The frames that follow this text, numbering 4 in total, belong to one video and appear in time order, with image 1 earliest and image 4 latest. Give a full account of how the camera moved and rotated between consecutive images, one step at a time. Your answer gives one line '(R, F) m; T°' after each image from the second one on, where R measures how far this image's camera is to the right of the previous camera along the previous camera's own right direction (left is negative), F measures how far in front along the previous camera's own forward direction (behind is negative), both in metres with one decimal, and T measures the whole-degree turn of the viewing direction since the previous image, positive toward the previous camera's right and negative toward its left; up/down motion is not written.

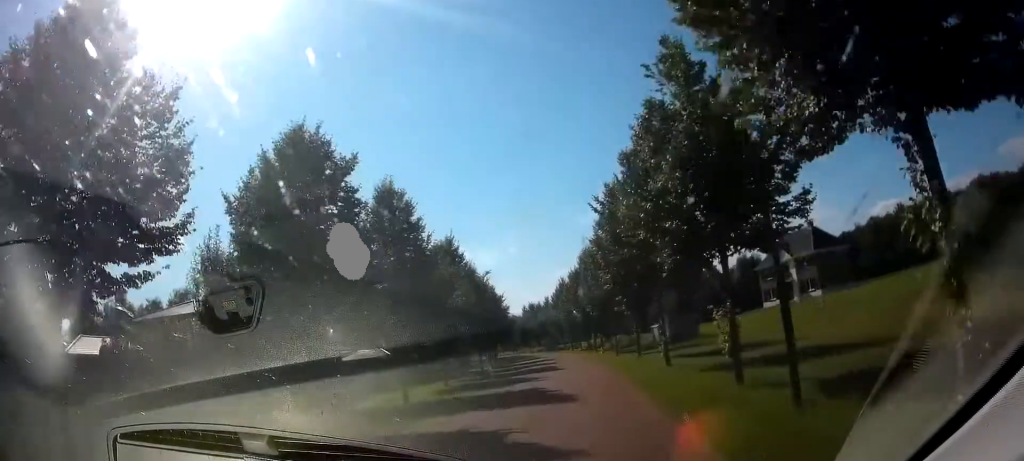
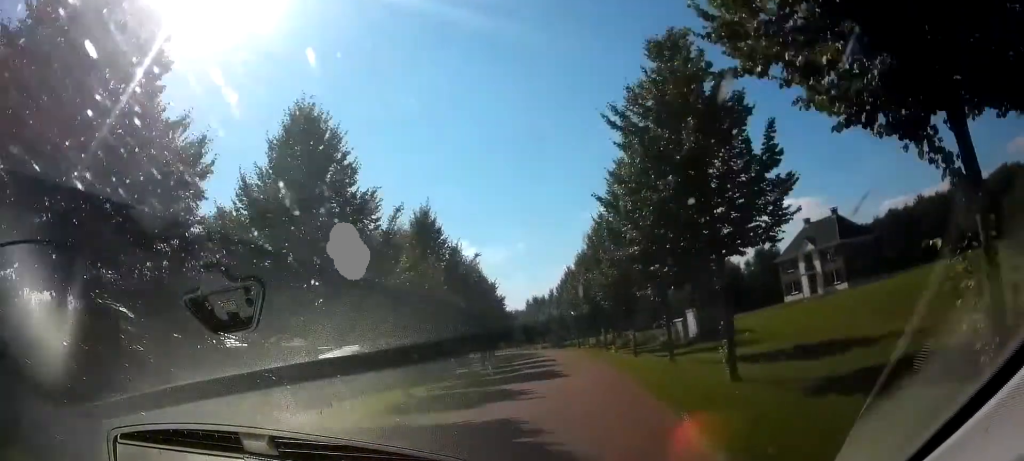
(+0.3, +6.7) m; 0°
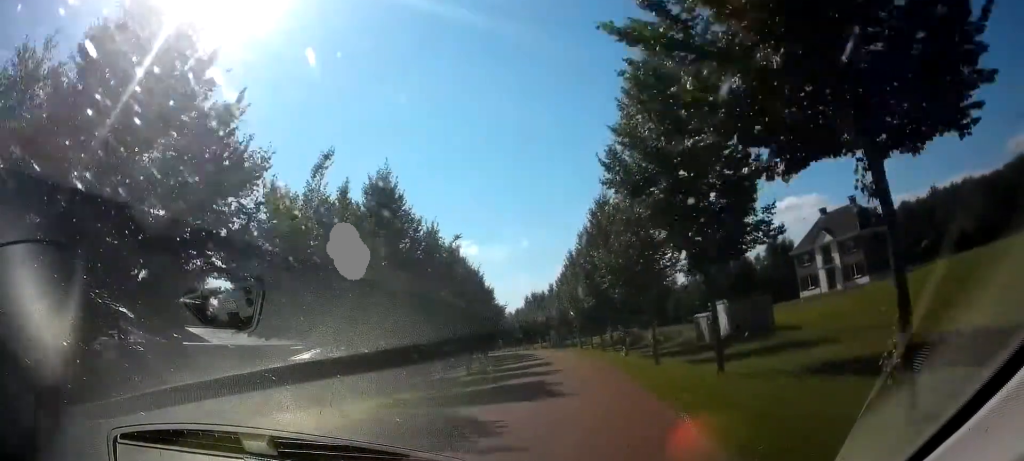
(-0.1, +5.7) m; -1°
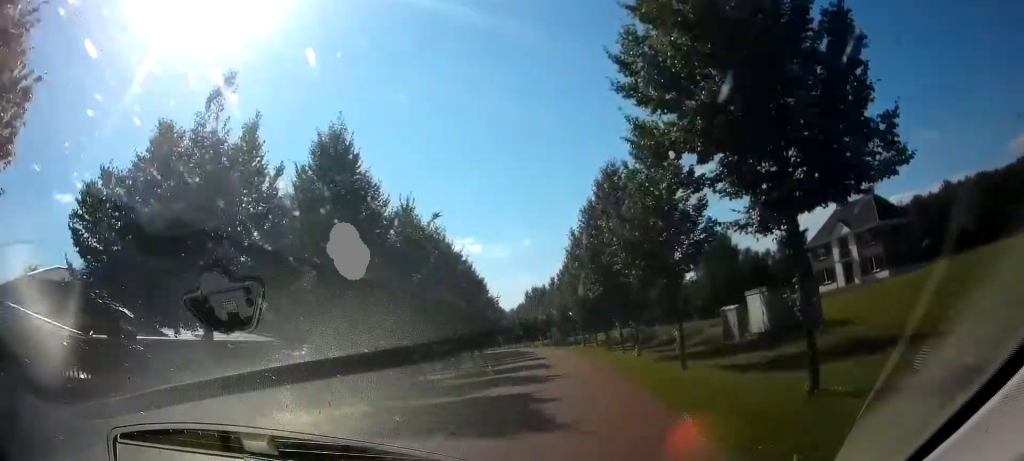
(-0.2, +4.5) m; -1°
